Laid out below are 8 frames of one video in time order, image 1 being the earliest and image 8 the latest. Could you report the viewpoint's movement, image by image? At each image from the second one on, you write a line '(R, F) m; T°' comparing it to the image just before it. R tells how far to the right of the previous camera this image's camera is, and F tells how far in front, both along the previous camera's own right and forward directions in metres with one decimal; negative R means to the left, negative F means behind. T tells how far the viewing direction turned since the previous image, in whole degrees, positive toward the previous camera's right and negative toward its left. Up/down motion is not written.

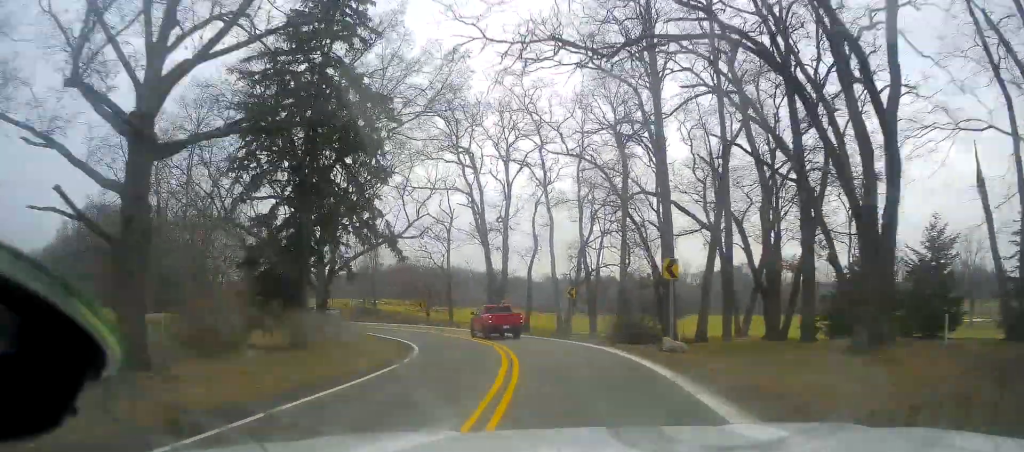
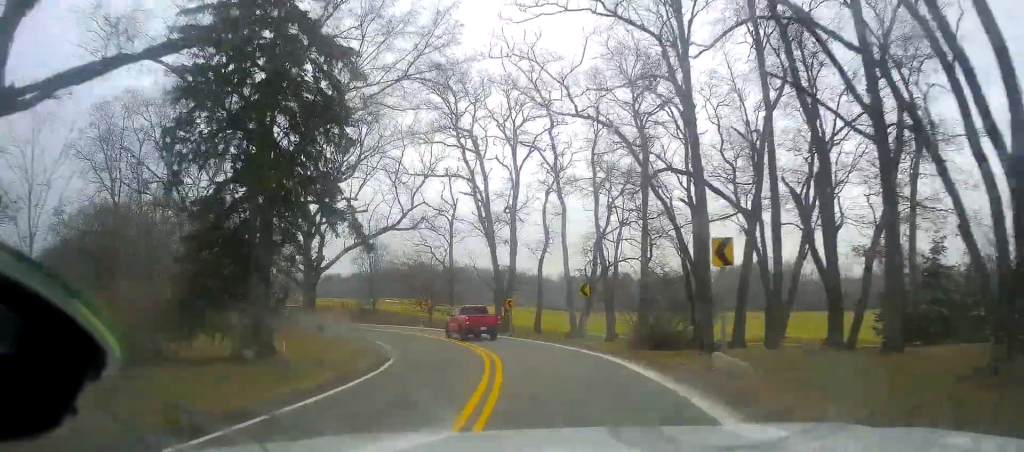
(-0.3, +5.6) m; 0°
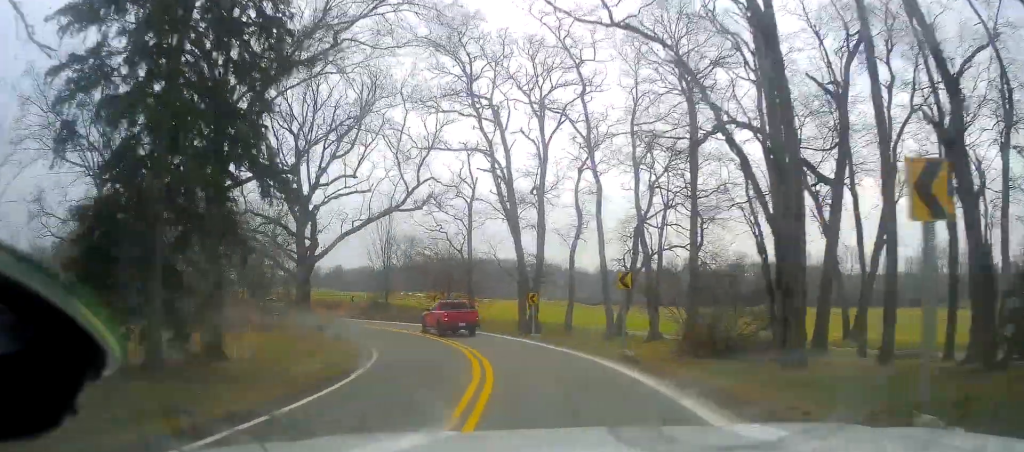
(+0.4, +7.2) m; -4°
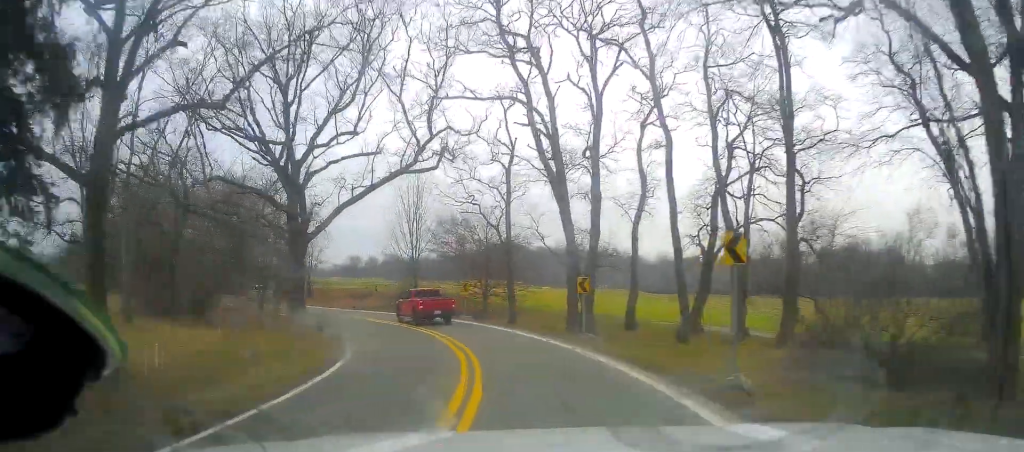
(-0.4, +9.1) m; -7°
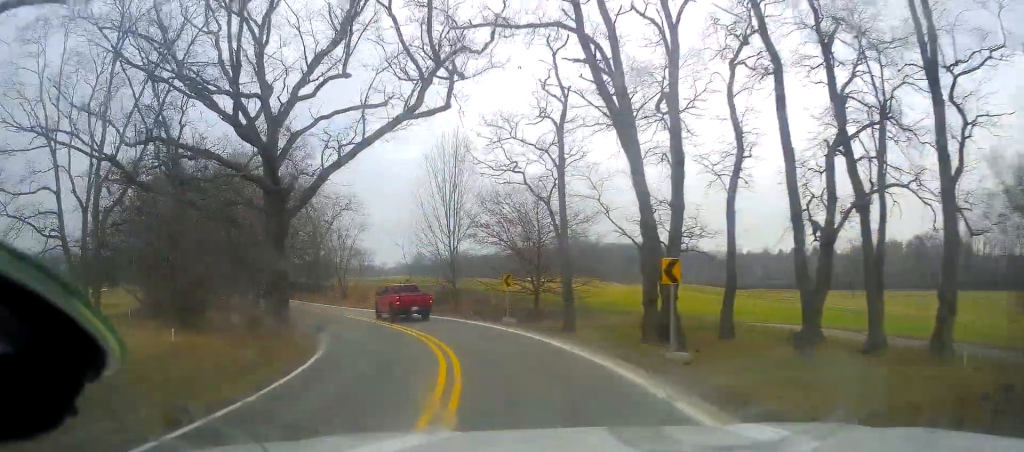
(-0.9, +9.1) m; -9°
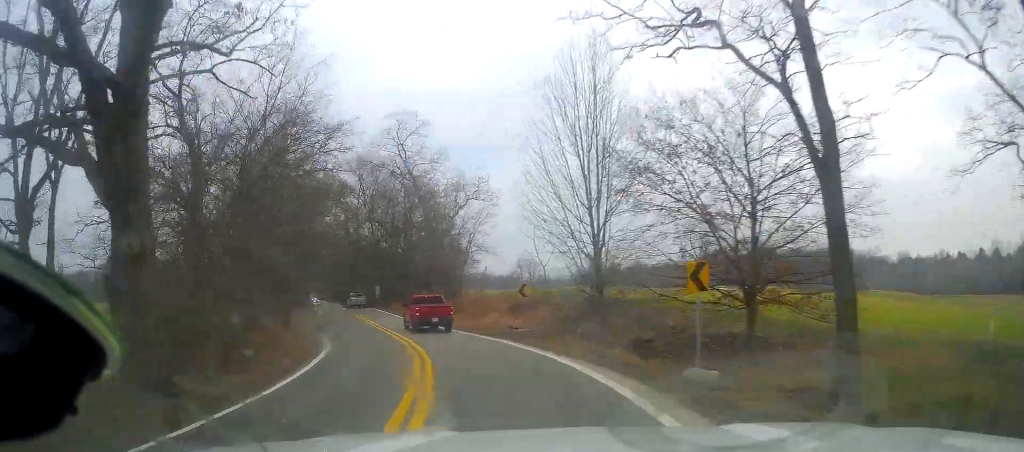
(-2.0, +16.5) m; -16°
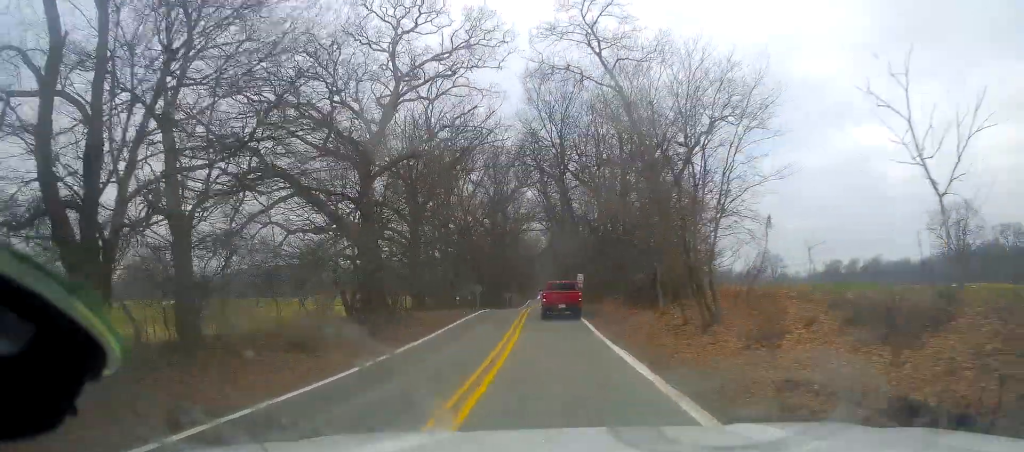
(-4.8, +23.4) m; -21°
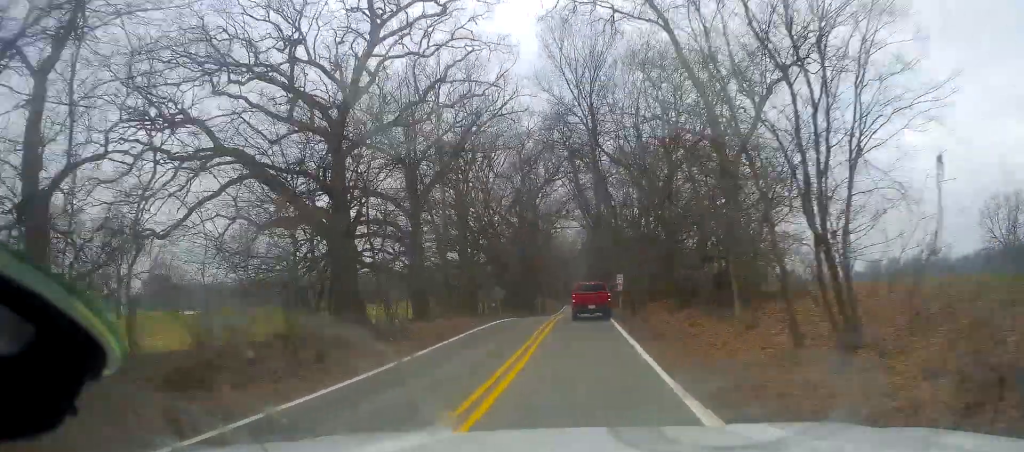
(-0.4, +8.5) m; -4°
